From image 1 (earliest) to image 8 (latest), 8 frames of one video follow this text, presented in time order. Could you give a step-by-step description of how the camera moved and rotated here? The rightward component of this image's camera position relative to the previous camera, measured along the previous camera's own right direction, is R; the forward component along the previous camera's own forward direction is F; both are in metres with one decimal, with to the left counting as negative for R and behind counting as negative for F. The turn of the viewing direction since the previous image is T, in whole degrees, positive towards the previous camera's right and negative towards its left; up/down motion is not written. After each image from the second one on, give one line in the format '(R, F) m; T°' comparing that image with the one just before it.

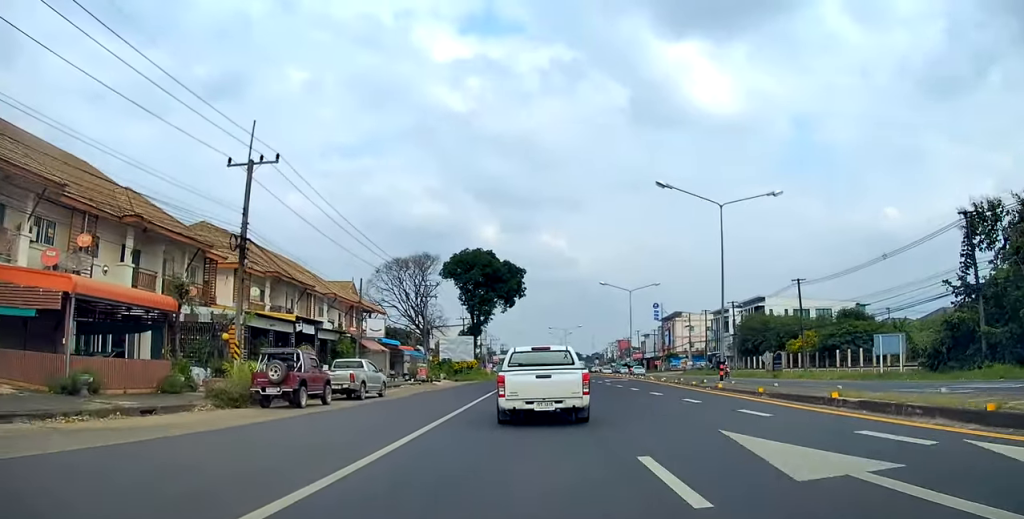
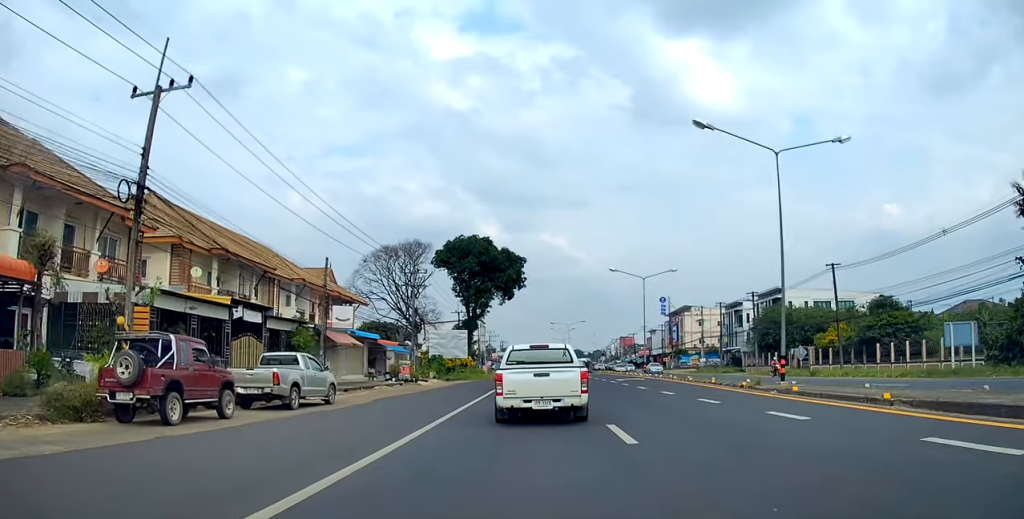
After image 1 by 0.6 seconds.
(0.0, +8.3) m; 0°
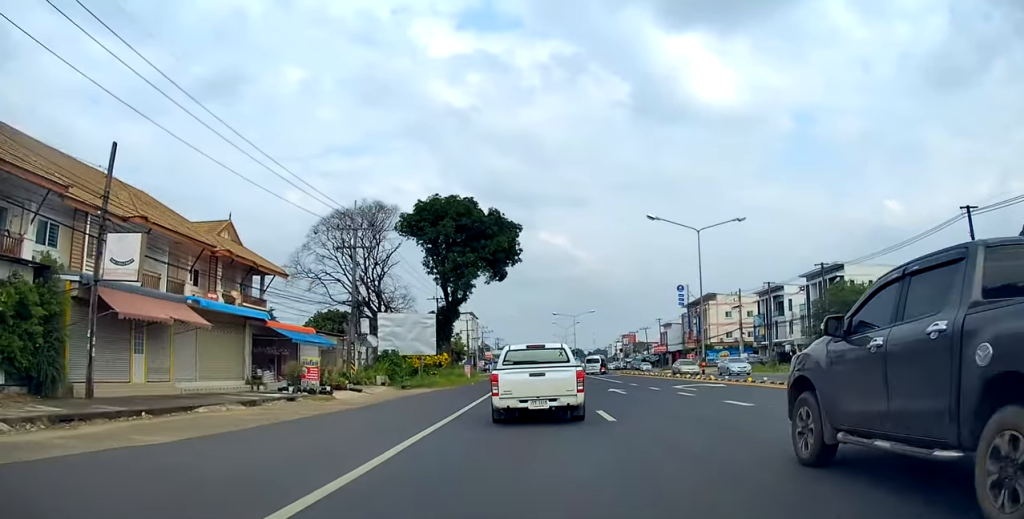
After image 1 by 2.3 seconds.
(-0.1, +21.2) m; -1°
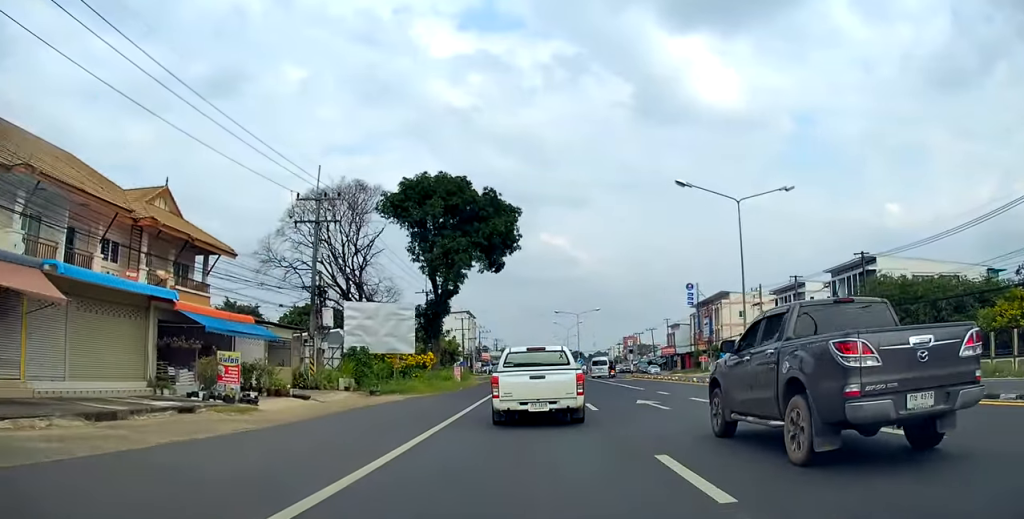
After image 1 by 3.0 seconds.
(-0.1, +7.9) m; 0°
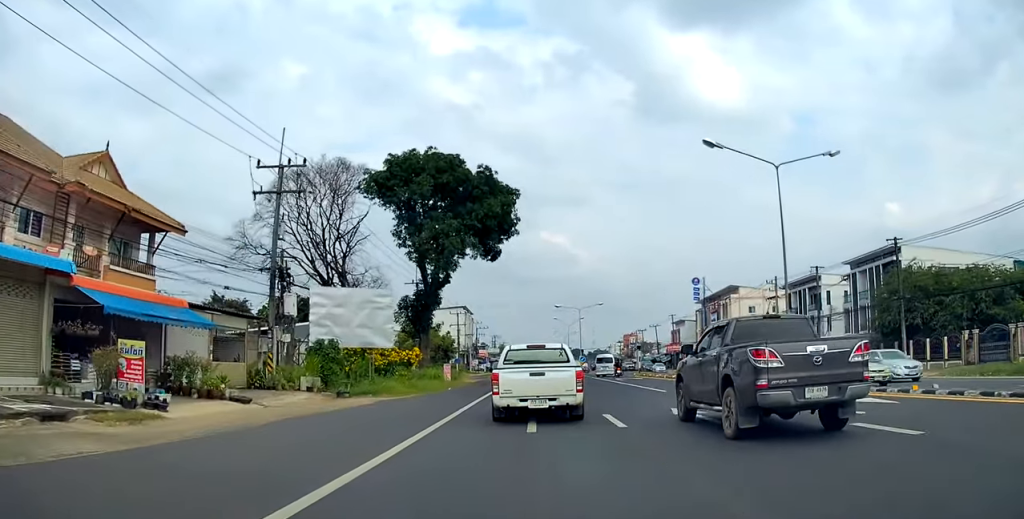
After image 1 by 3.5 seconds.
(0.0, +5.8) m; 0°
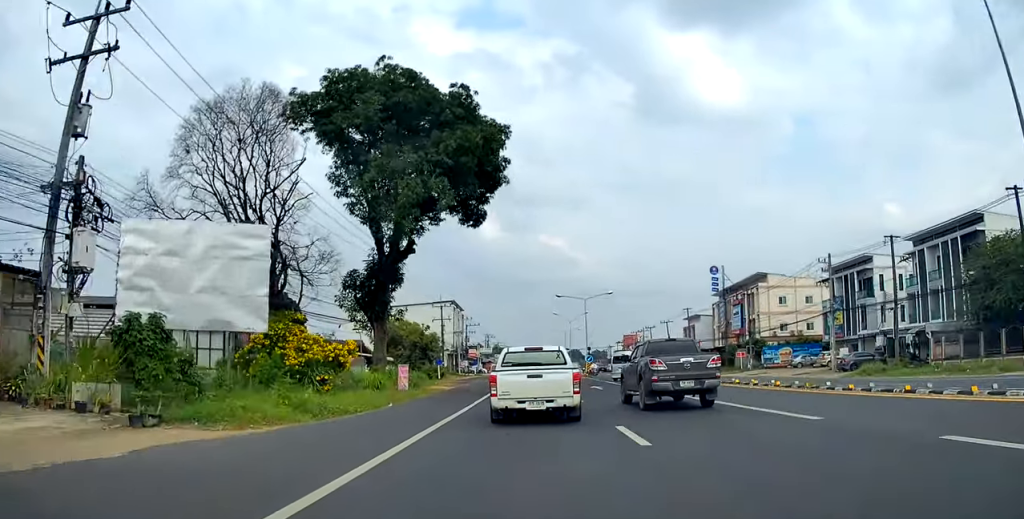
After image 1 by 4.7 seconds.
(+0.1, +14.8) m; 0°
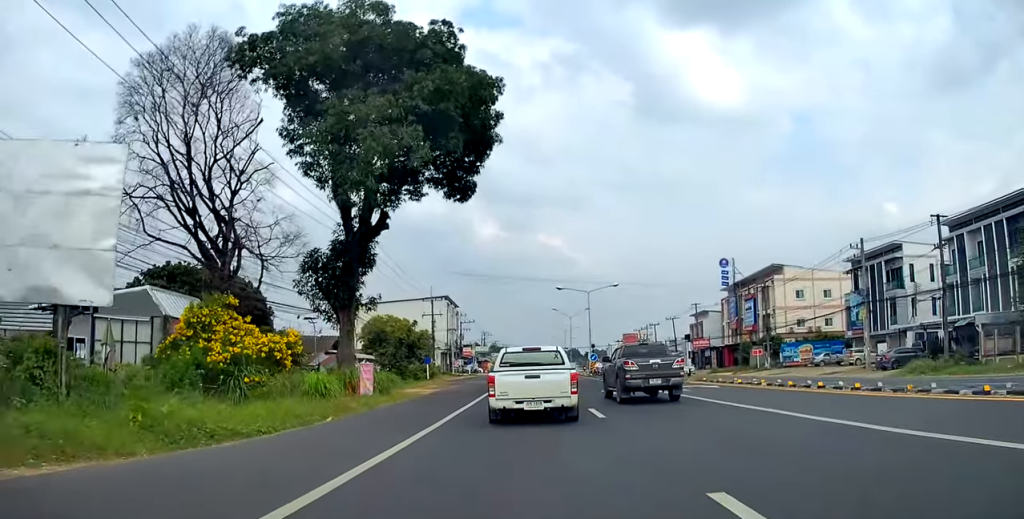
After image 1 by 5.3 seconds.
(0.0, +6.6) m; 0°
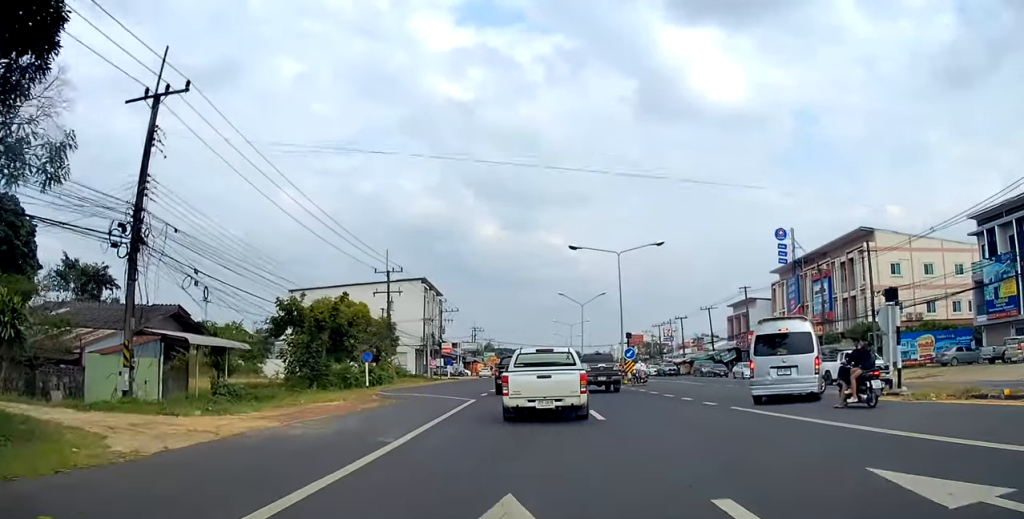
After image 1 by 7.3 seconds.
(-0.1, +23.8) m; +1°
